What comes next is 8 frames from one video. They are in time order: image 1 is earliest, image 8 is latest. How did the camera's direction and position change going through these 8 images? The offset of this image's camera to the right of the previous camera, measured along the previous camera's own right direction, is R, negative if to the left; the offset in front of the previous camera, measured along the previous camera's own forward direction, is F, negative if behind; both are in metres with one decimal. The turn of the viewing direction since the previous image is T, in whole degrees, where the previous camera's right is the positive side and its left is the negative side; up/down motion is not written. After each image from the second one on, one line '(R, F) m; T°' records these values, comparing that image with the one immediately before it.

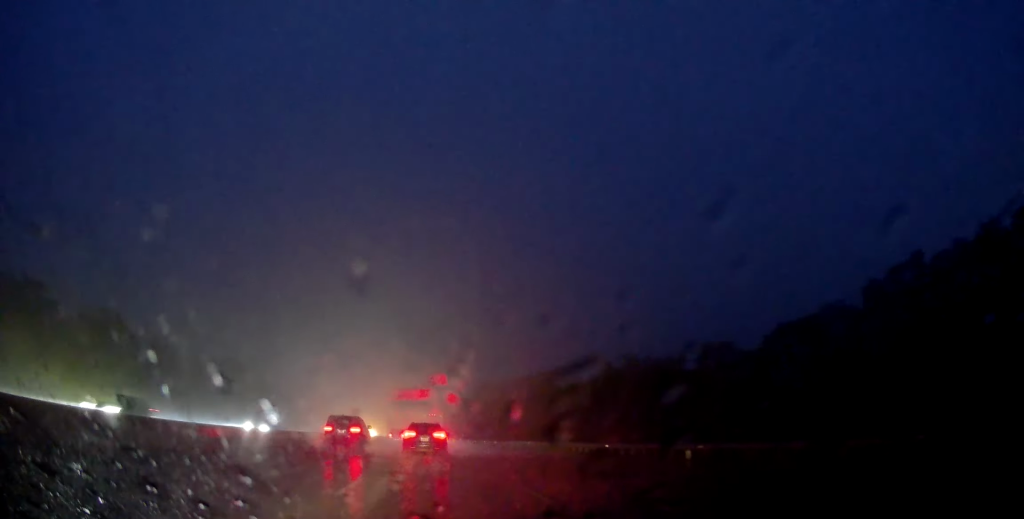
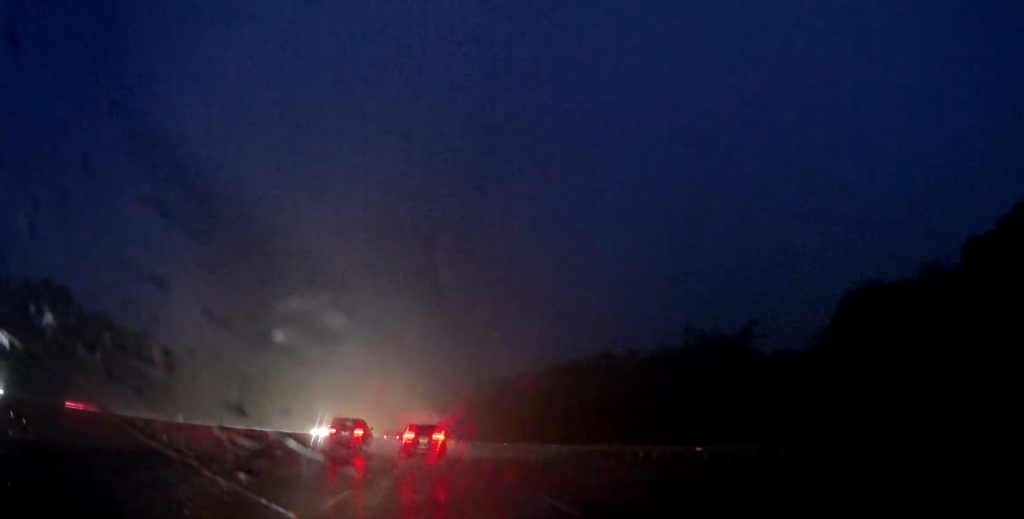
(0.0, +13.6) m; +1°
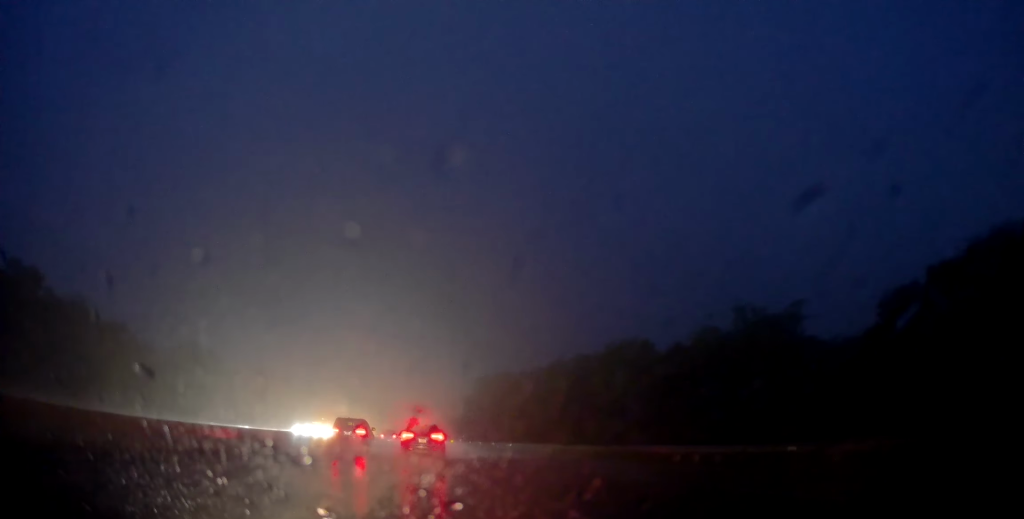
(+0.3, +7.0) m; 0°
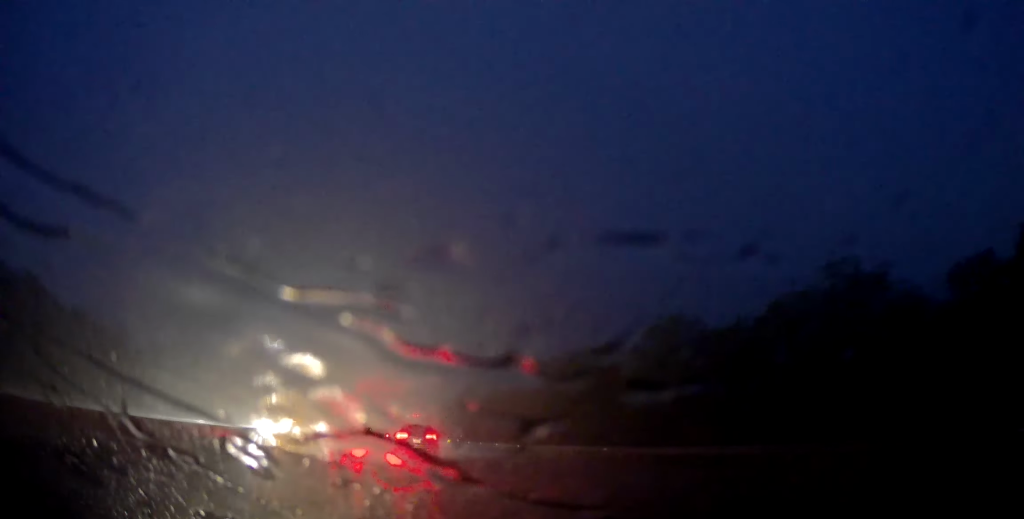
(+0.1, +9.3) m; 0°
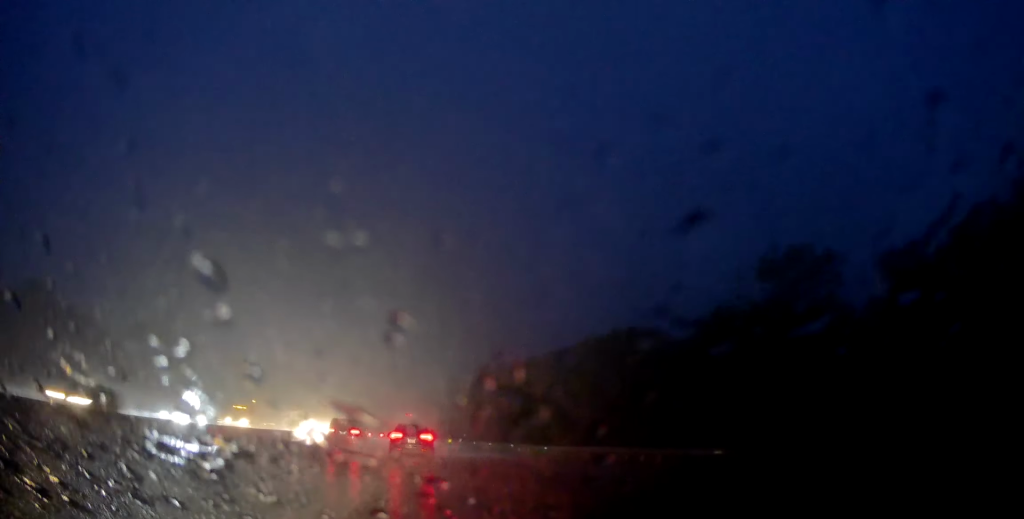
(-0.4, +13.8) m; -2°
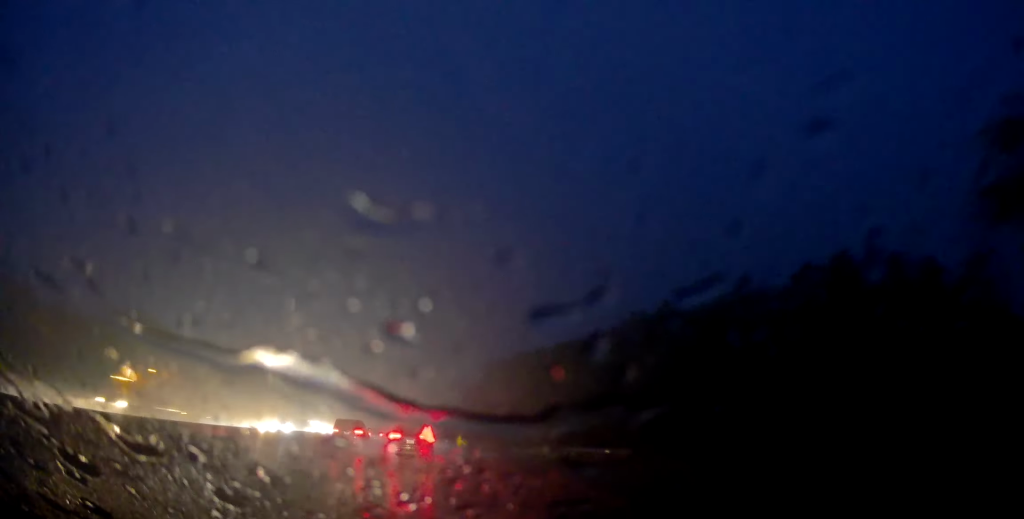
(0.0, +13.9) m; +1°
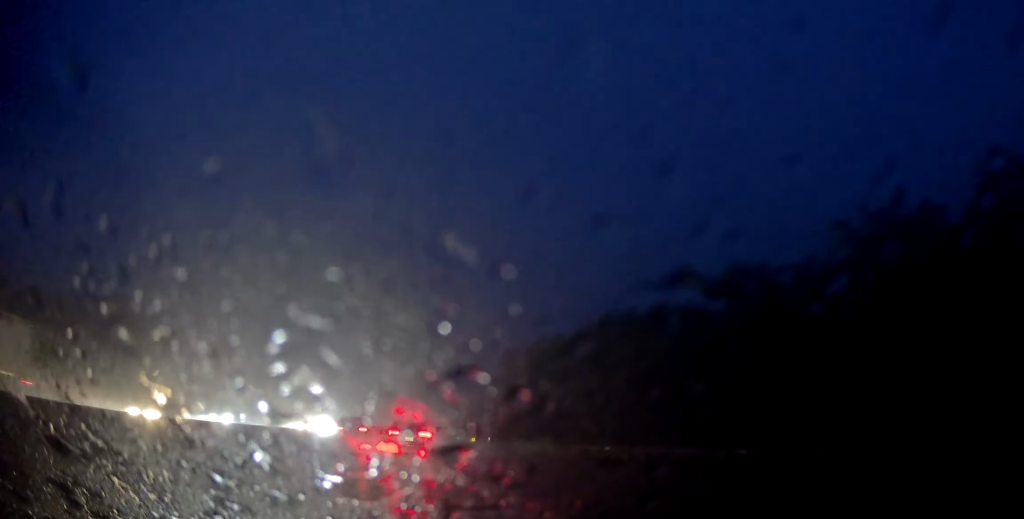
(+0.3, +12.3) m; 0°
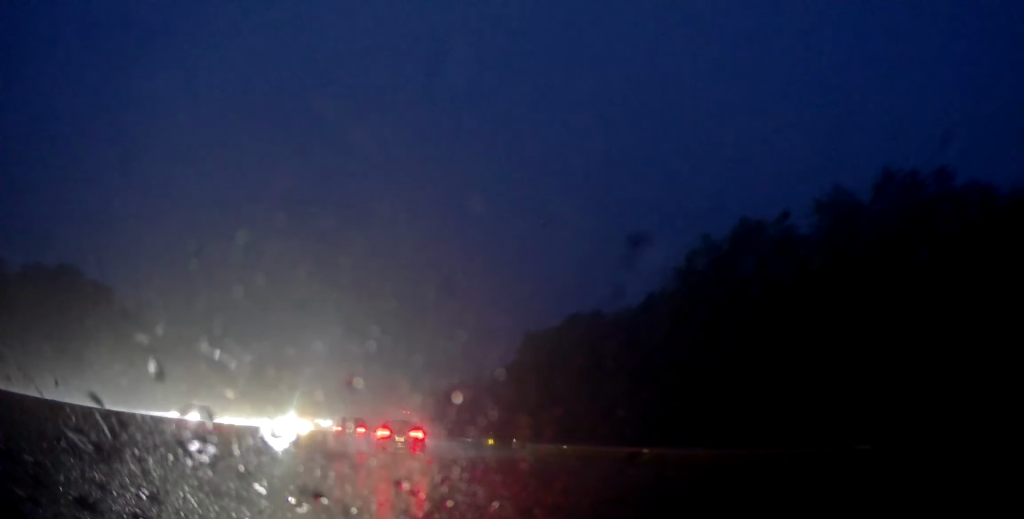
(-0.2, +18.2) m; 0°
